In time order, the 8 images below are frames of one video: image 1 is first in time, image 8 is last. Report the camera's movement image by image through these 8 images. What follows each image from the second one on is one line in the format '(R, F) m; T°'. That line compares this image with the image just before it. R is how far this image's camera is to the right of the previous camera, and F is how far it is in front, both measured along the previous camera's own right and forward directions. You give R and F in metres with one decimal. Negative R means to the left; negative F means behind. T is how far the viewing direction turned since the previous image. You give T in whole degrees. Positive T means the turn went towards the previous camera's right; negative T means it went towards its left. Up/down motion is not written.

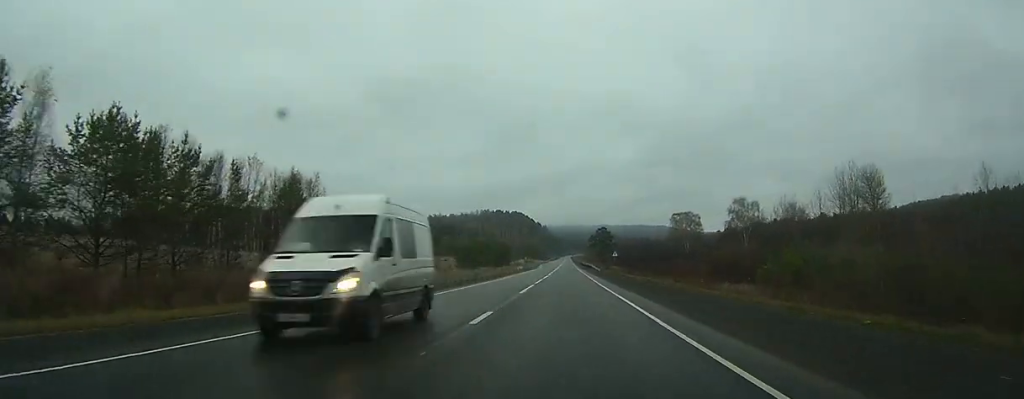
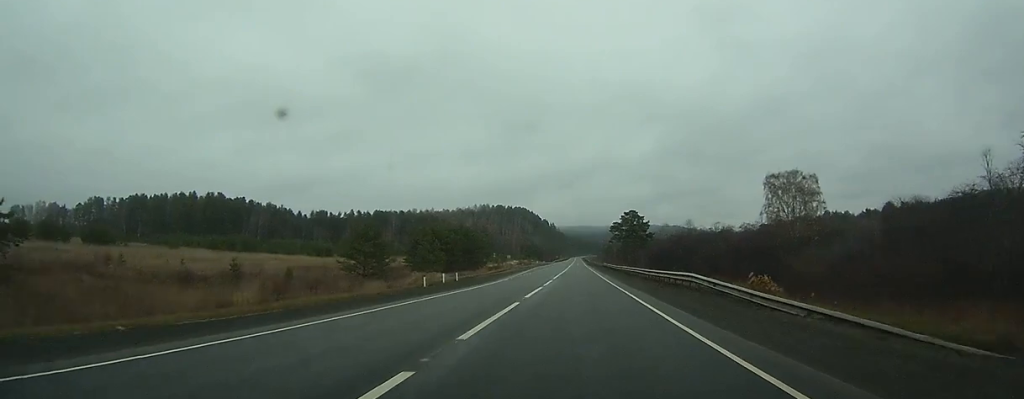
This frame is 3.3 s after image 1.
(-0.8, +87.7) m; -1°
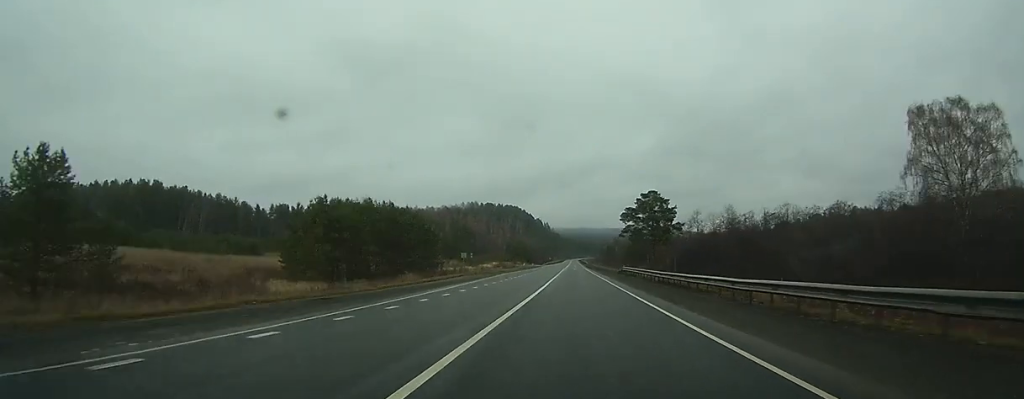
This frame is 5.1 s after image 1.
(+0.1, +50.3) m; 0°
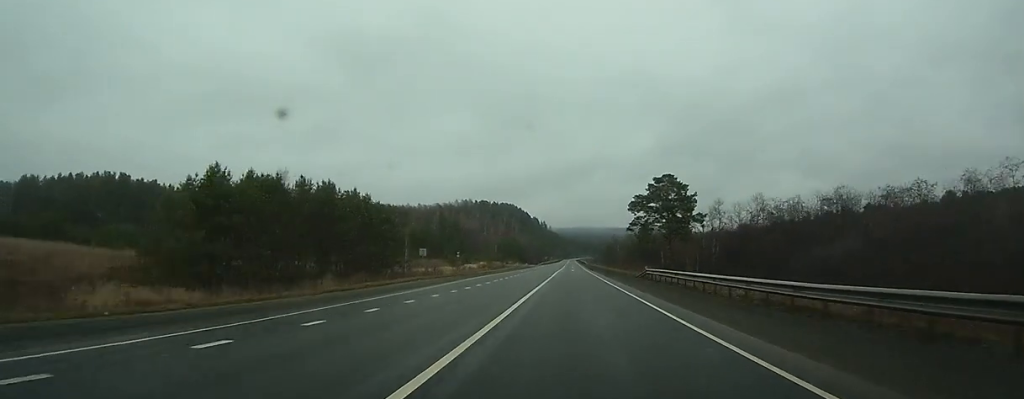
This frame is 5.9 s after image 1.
(0.0, +21.6) m; 0°
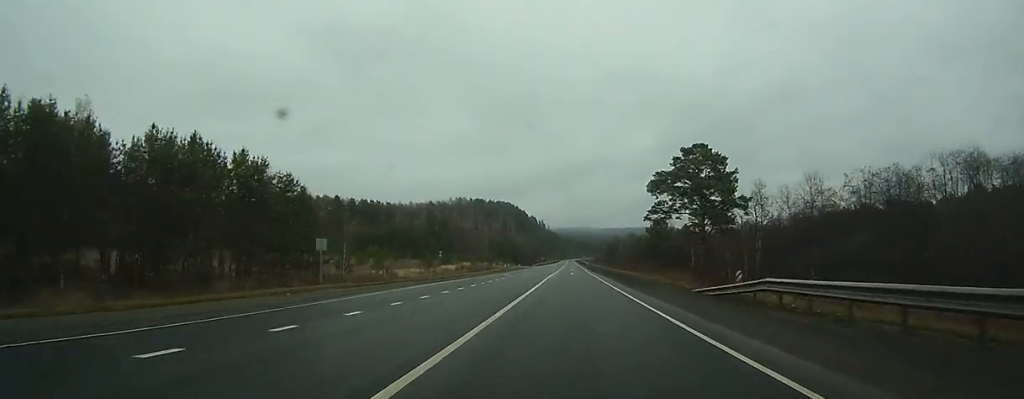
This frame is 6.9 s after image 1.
(0.0, +25.2) m; 0°
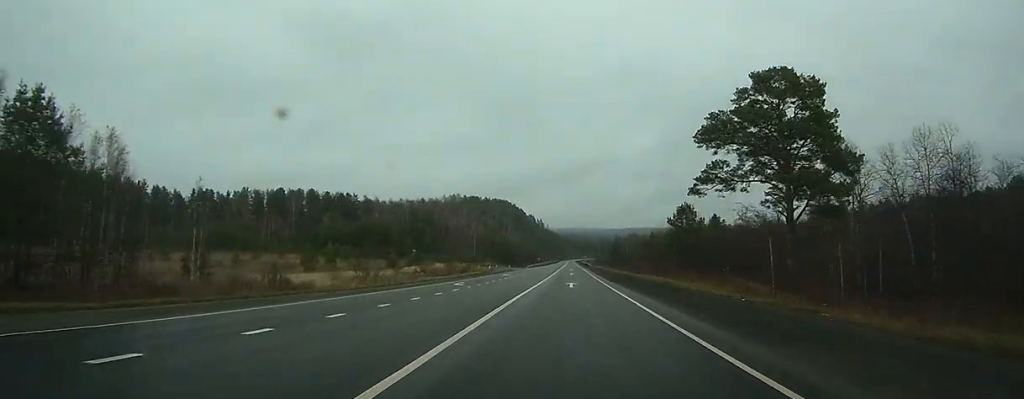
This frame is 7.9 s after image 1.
(+0.1, +28.7) m; 0°
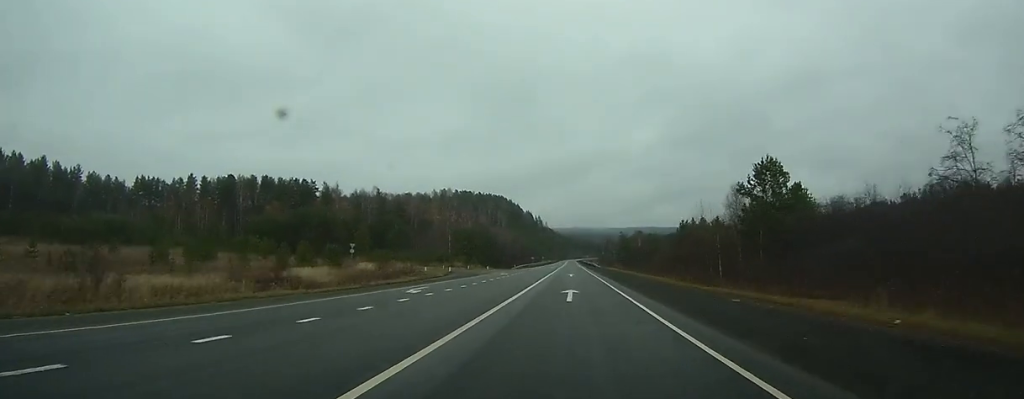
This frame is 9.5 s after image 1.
(+0.1, +41.1) m; 0°
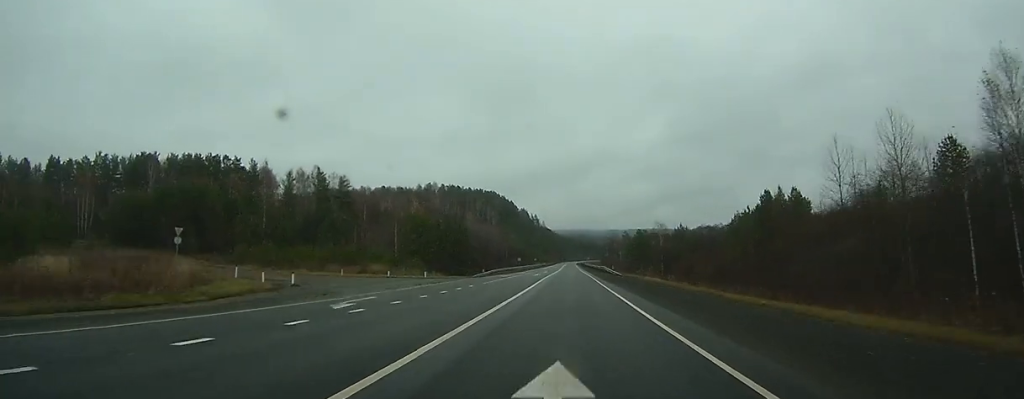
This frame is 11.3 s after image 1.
(-0.1, +47.8) m; 0°
